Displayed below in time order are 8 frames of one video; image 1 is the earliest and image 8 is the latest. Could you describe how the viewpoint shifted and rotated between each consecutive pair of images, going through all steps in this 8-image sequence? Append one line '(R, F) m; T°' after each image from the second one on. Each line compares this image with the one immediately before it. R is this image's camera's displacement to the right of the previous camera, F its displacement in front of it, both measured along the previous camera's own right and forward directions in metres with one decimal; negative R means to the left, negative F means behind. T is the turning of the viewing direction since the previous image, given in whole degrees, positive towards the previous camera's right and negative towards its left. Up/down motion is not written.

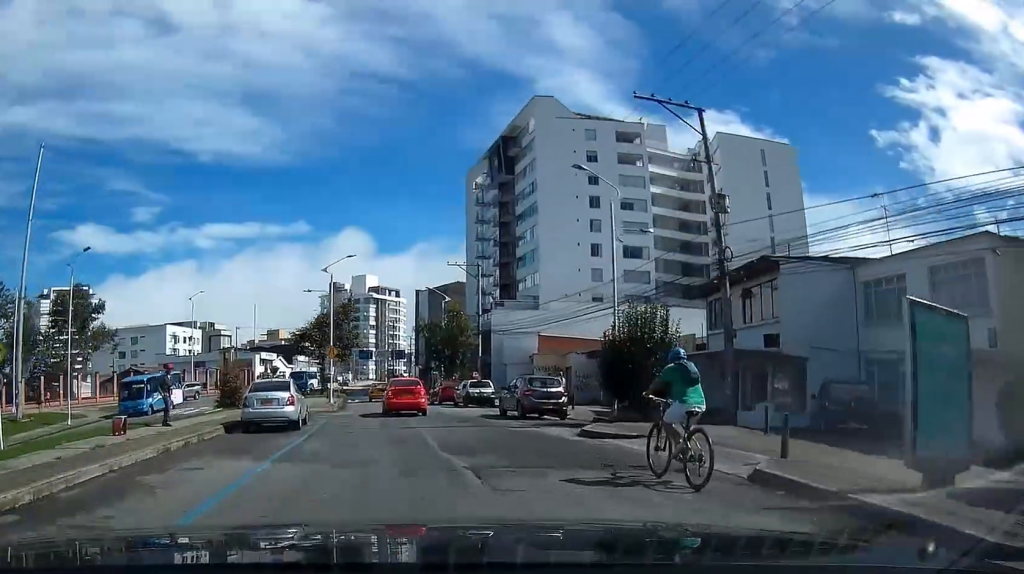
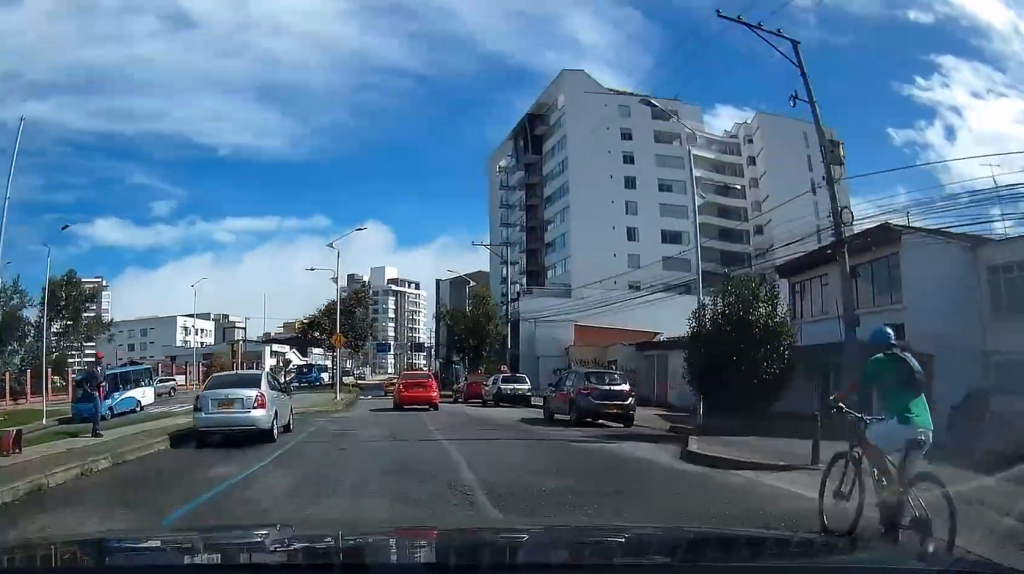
(0.0, +5.4) m; -1°
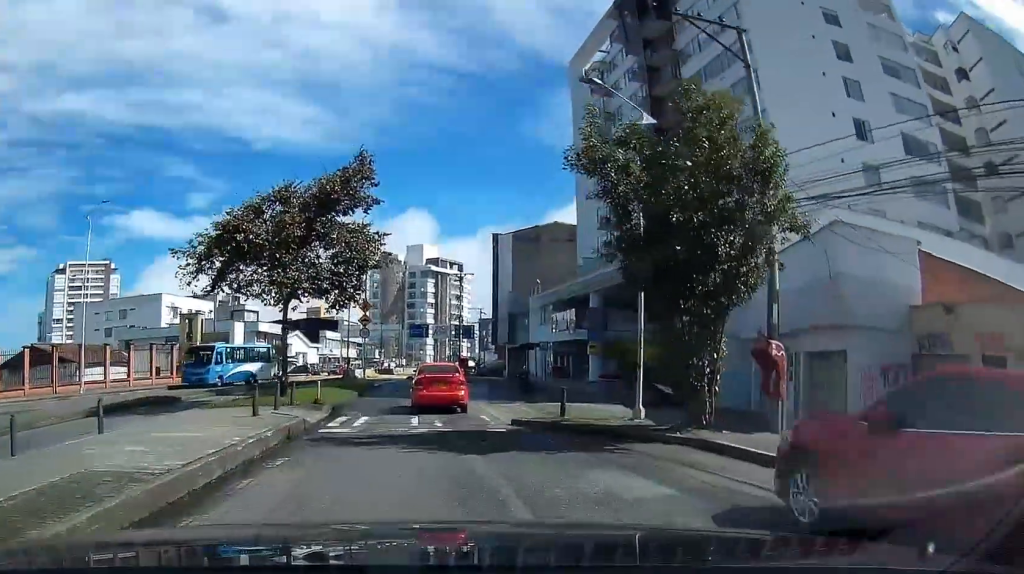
(-1.0, +30.3) m; -3°
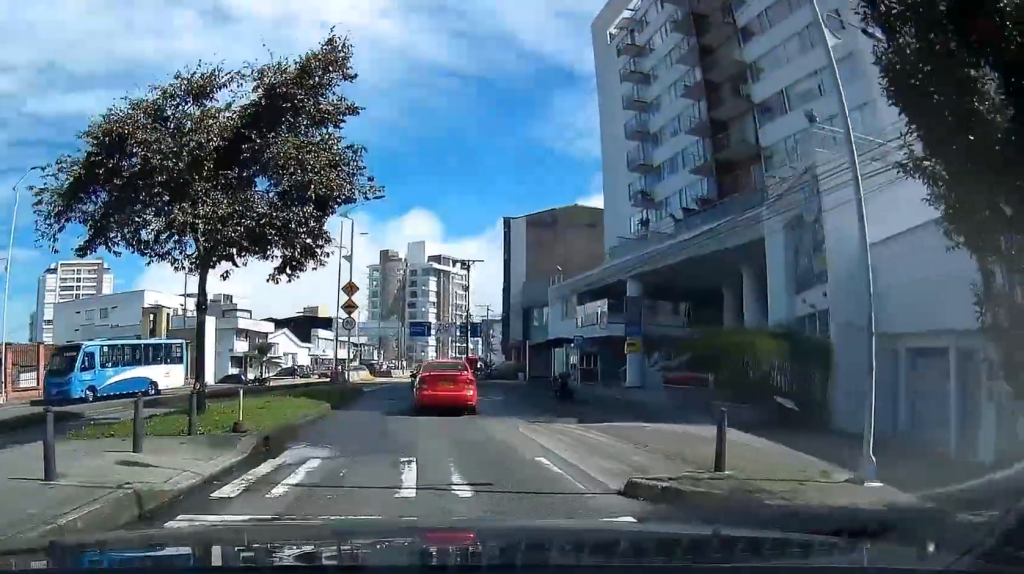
(-0.3, +9.0) m; 0°
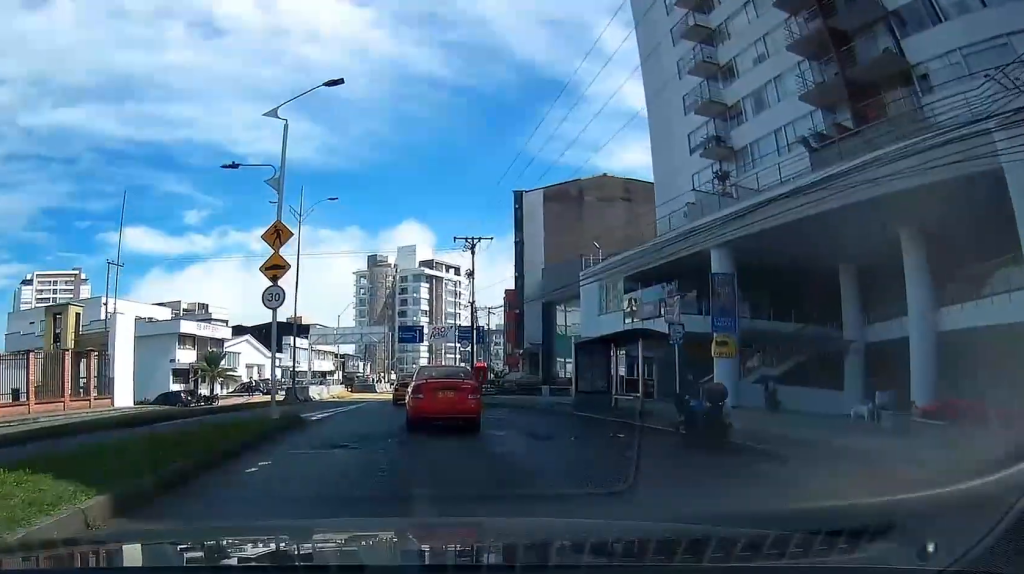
(+0.3, +14.0) m; -3°
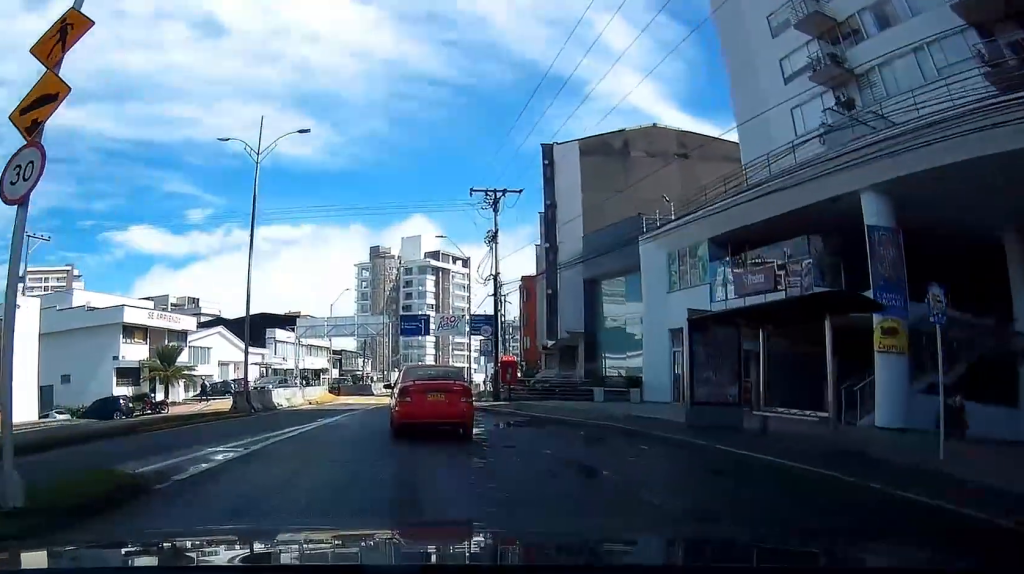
(-0.9, +11.8) m; -5°
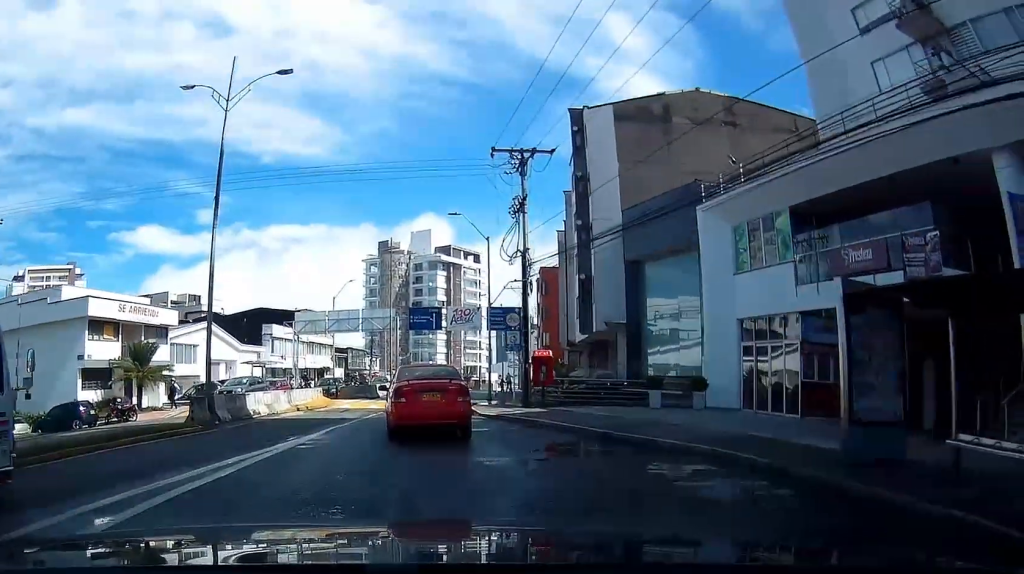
(-0.1, +6.3) m; +1°
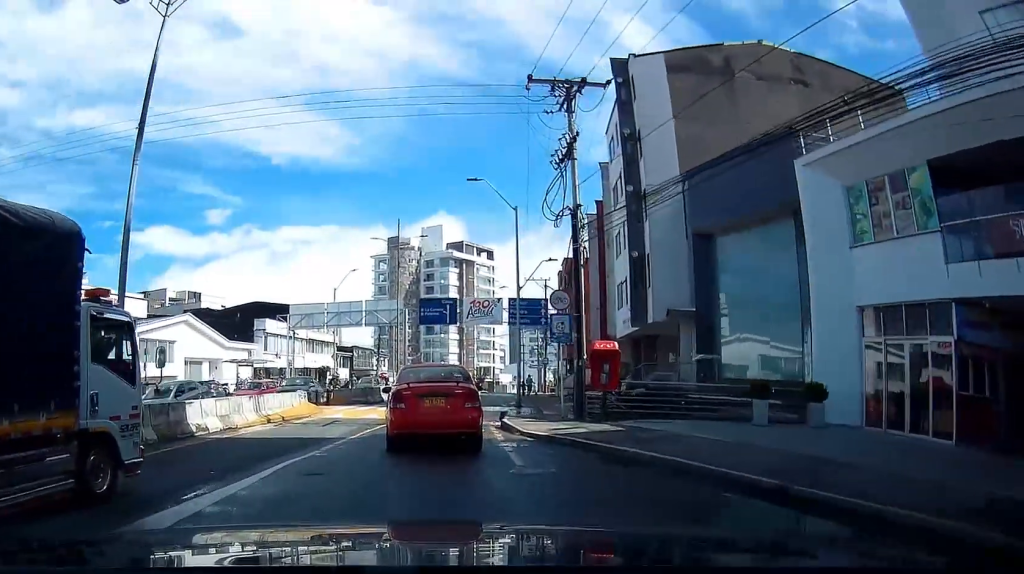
(+0.3, +7.0) m; +3°
